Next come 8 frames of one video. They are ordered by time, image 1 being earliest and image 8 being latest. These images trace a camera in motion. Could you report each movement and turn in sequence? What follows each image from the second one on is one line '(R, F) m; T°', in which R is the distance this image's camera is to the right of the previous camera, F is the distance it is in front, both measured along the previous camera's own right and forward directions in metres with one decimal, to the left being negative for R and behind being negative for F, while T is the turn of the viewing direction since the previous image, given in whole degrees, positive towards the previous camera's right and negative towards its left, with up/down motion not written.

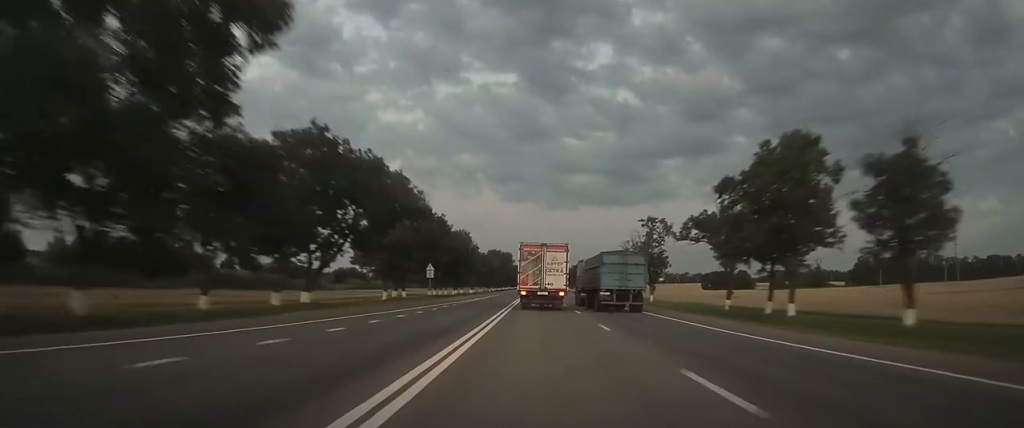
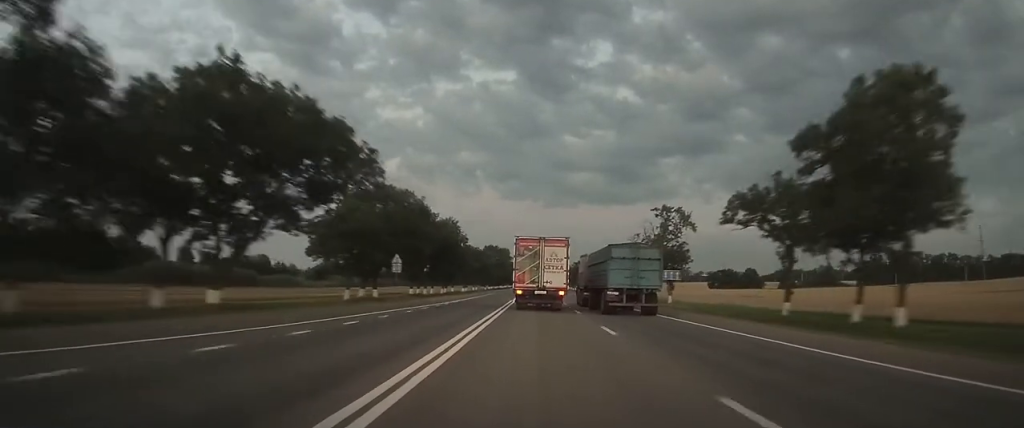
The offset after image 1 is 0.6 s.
(0.0, +14.3) m; 0°
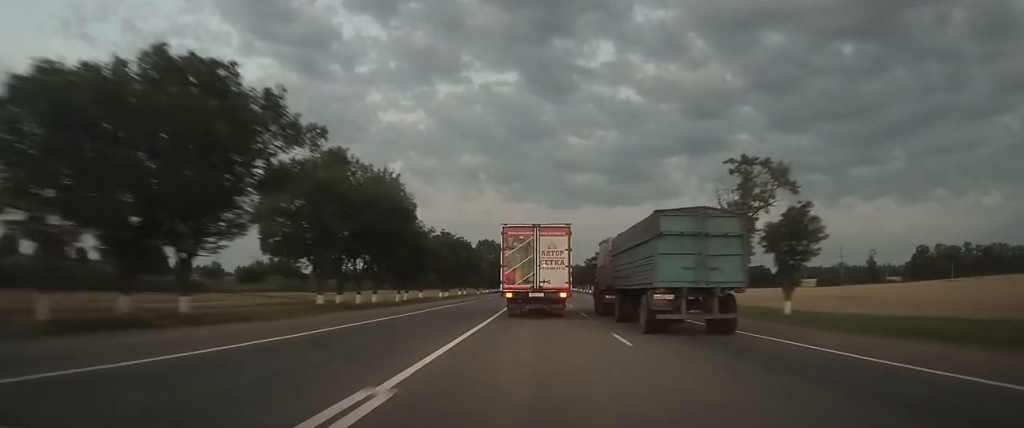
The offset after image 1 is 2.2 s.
(+0.2, +39.4) m; 0°
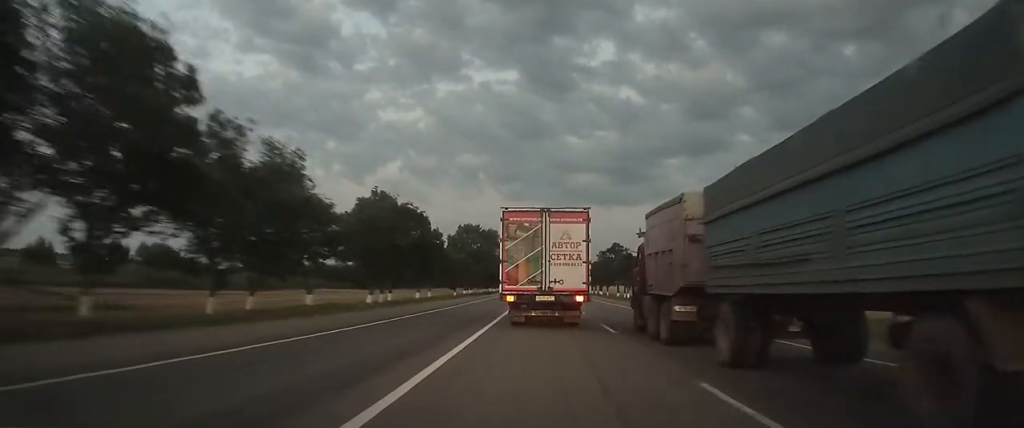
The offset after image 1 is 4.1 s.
(-0.3, +43.6) m; -1°
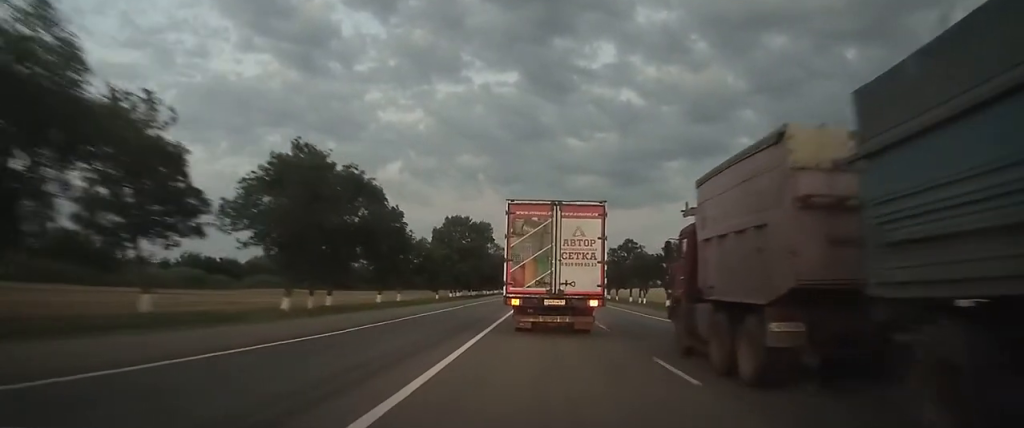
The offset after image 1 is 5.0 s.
(0.0, +20.5) m; 0°
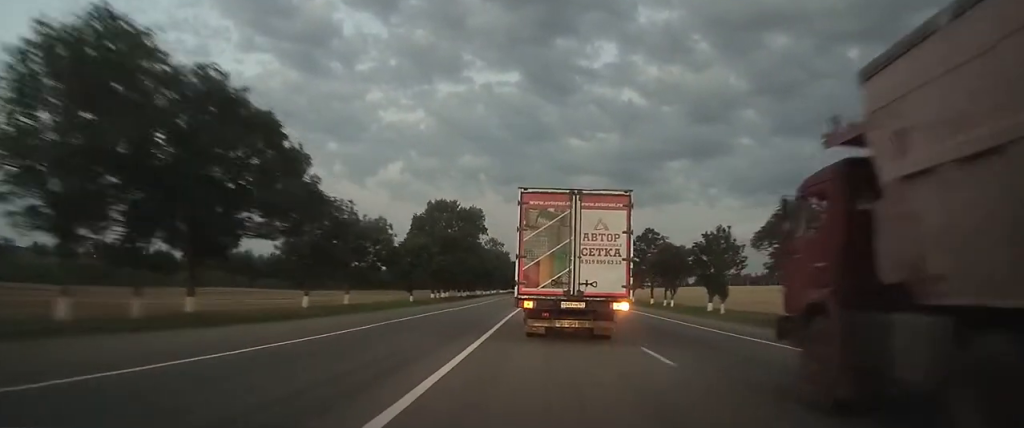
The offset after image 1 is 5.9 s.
(0.0, +21.4) m; 0°
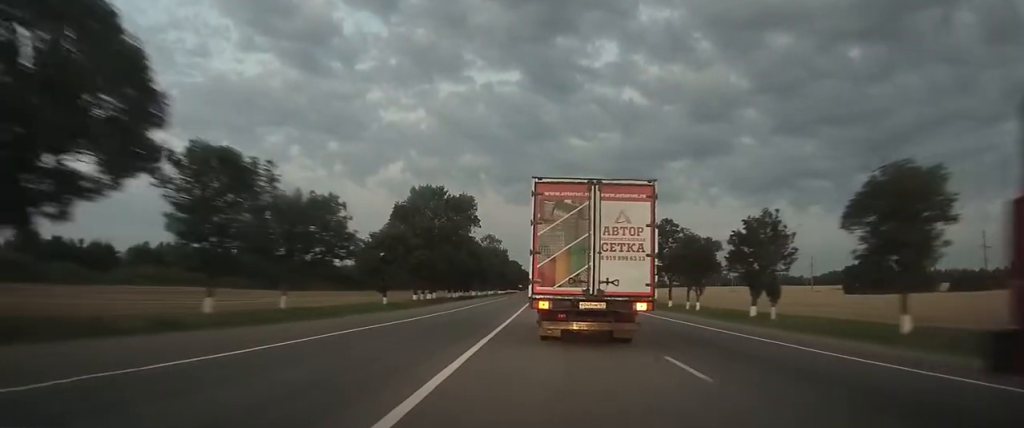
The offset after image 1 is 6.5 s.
(0.0, +13.9) m; 0°
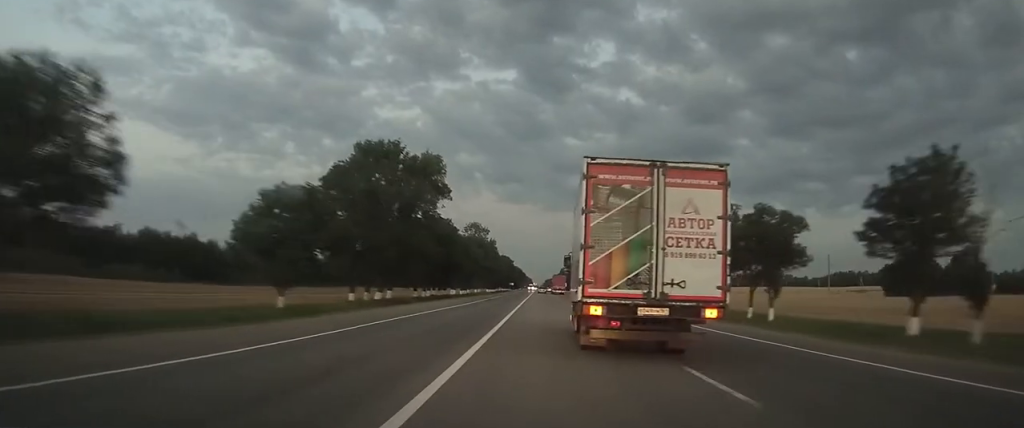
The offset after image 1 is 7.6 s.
(+0.1, +25.9) m; 0°
